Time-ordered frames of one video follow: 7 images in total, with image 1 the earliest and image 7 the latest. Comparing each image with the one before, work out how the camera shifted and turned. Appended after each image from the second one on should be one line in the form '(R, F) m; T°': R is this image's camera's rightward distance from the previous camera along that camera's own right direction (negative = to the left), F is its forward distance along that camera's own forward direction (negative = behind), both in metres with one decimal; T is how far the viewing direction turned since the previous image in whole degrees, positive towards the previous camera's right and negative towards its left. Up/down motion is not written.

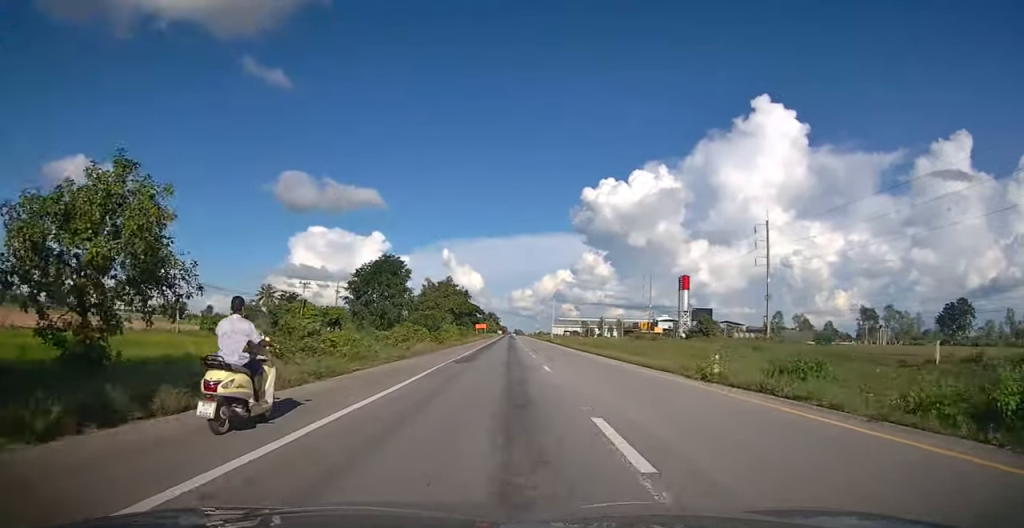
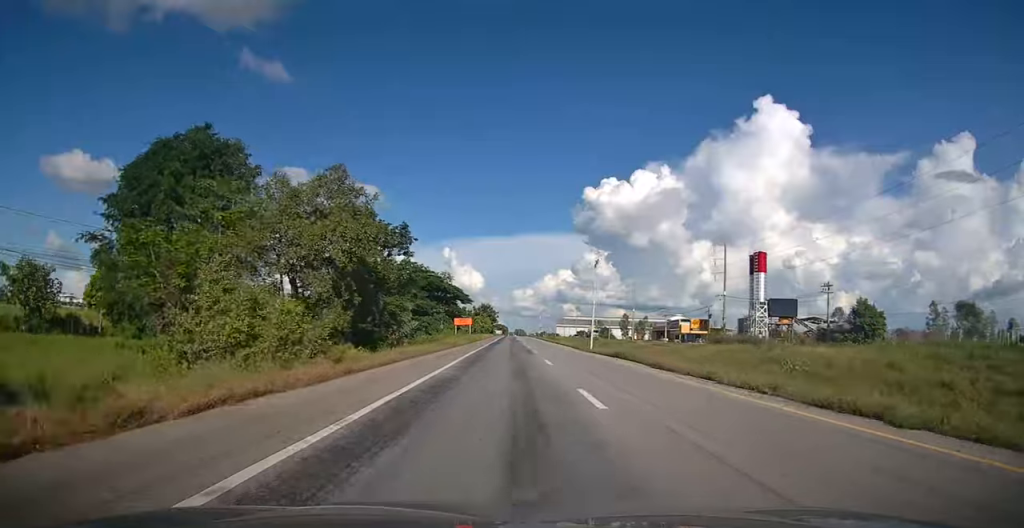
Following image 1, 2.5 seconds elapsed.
(-0.4, +55.7) m; 0°
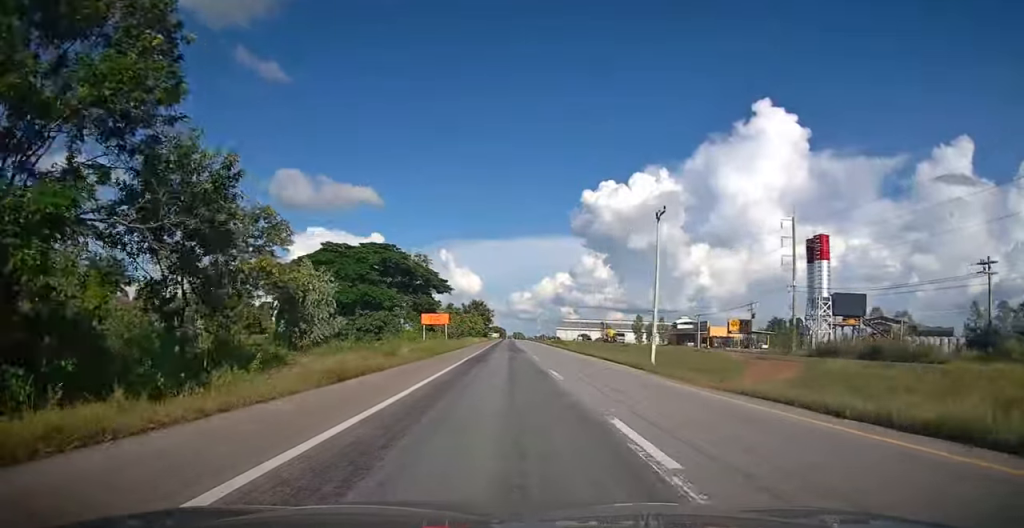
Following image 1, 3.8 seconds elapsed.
(+0.2, +28.0) m; 0°
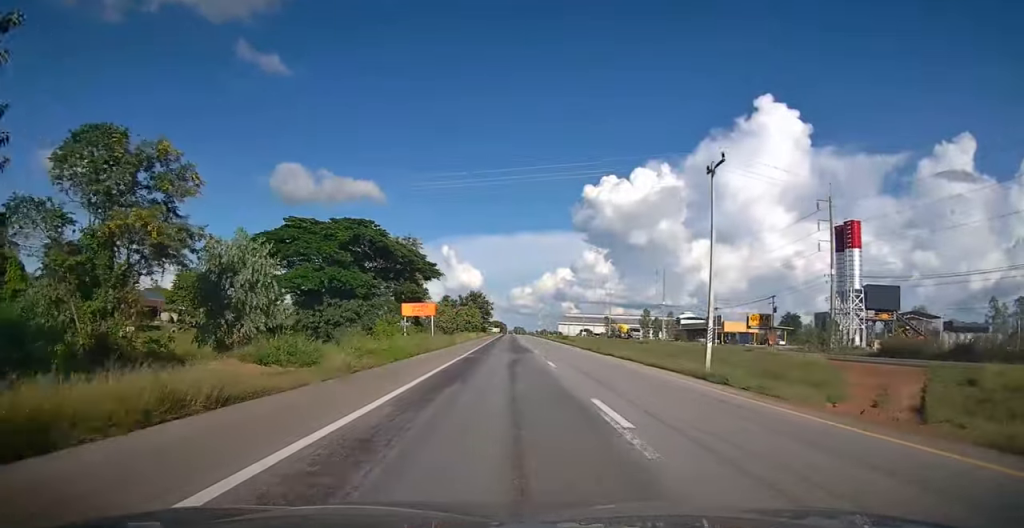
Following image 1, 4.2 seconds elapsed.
(0.0, +9.9) m; 0°
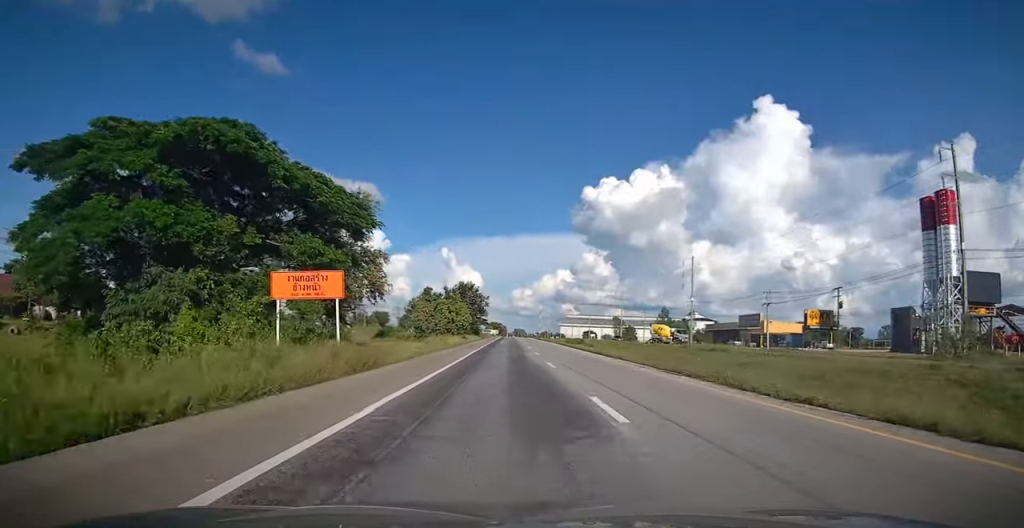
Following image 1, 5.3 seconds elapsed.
(0.0, +23.4) m; 0°
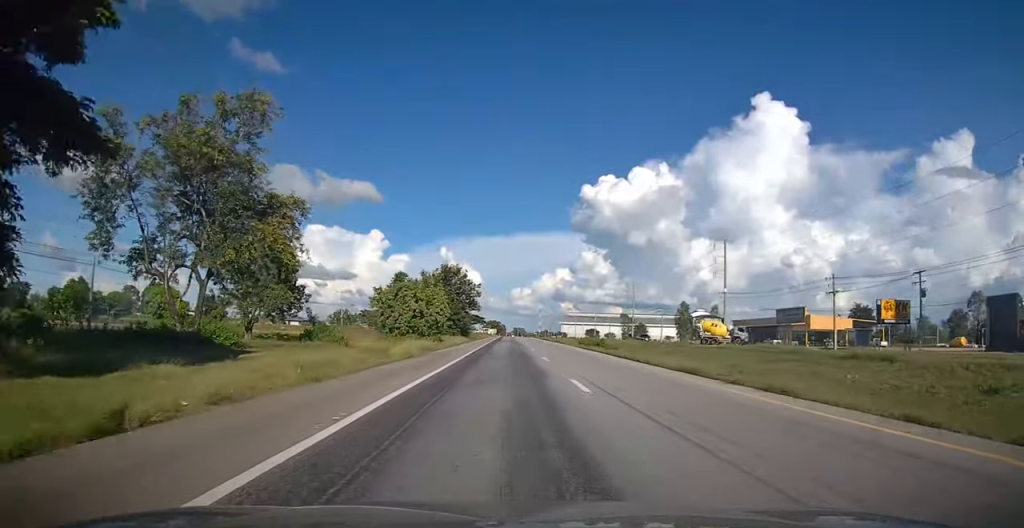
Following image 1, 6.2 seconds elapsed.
(-0.1, +20.4) m; 0°
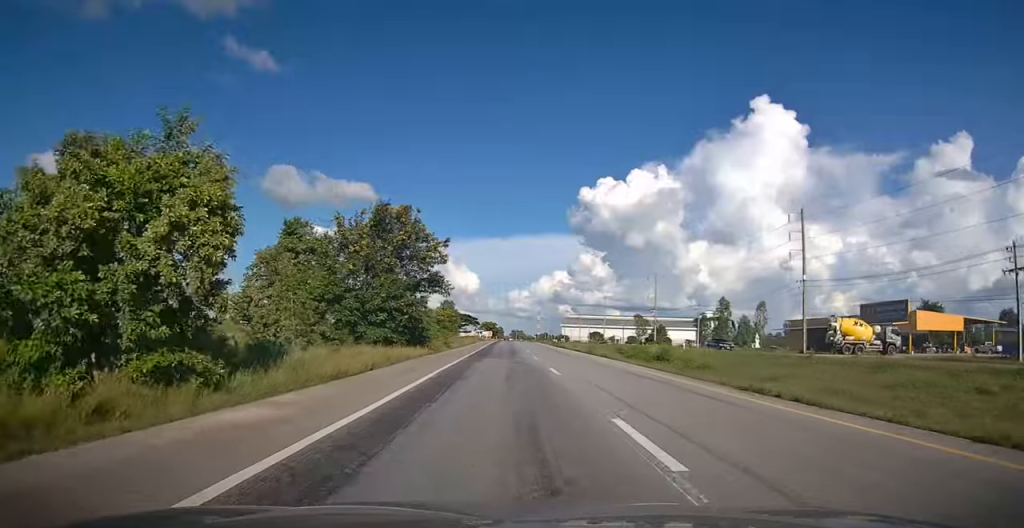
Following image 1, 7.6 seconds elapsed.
(+0.1, +30.4) m; +1°
